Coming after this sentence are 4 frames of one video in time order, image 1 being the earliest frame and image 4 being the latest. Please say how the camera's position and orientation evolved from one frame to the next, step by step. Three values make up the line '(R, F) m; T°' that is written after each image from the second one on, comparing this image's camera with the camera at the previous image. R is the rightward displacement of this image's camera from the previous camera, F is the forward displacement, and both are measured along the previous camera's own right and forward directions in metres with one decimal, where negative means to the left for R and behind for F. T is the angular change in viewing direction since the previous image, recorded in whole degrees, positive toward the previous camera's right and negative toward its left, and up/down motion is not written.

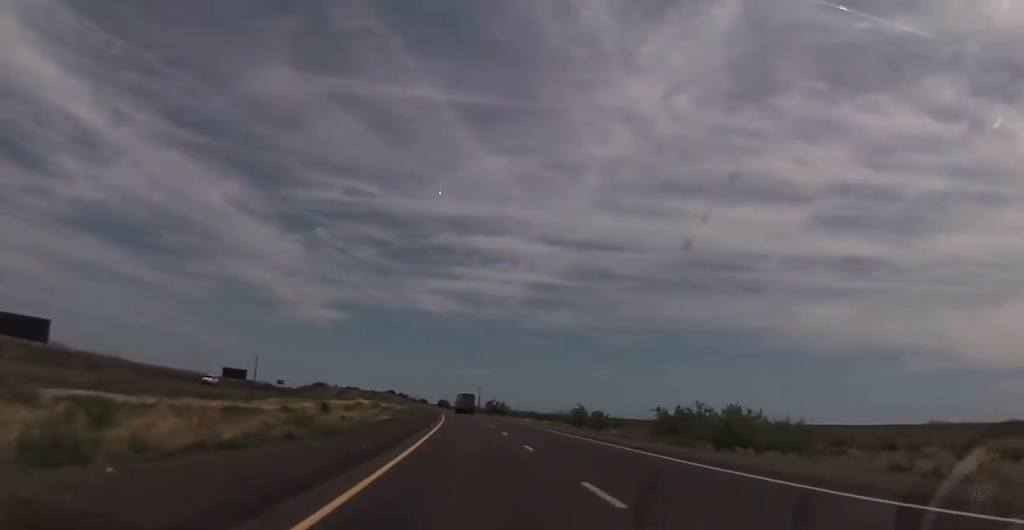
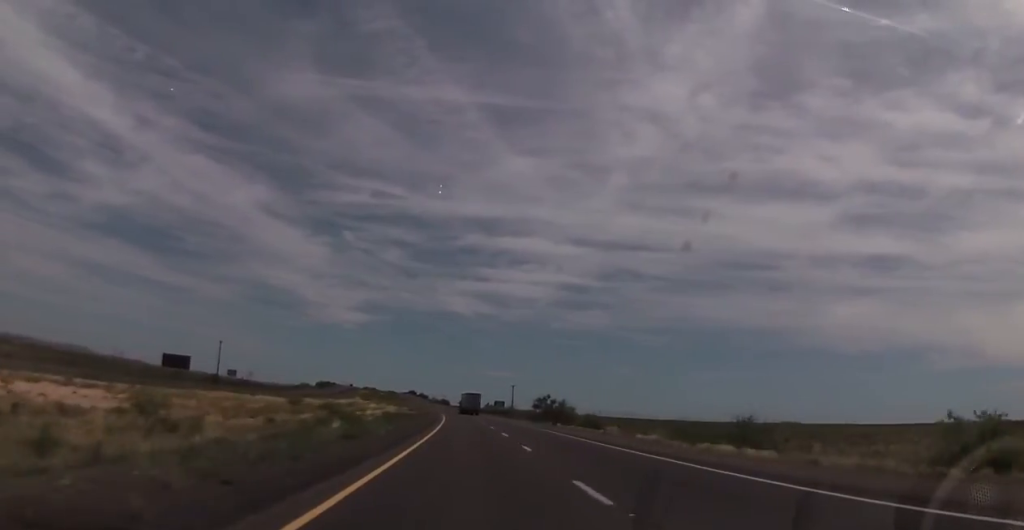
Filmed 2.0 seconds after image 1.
(-1.9, +72.1) m; -2°
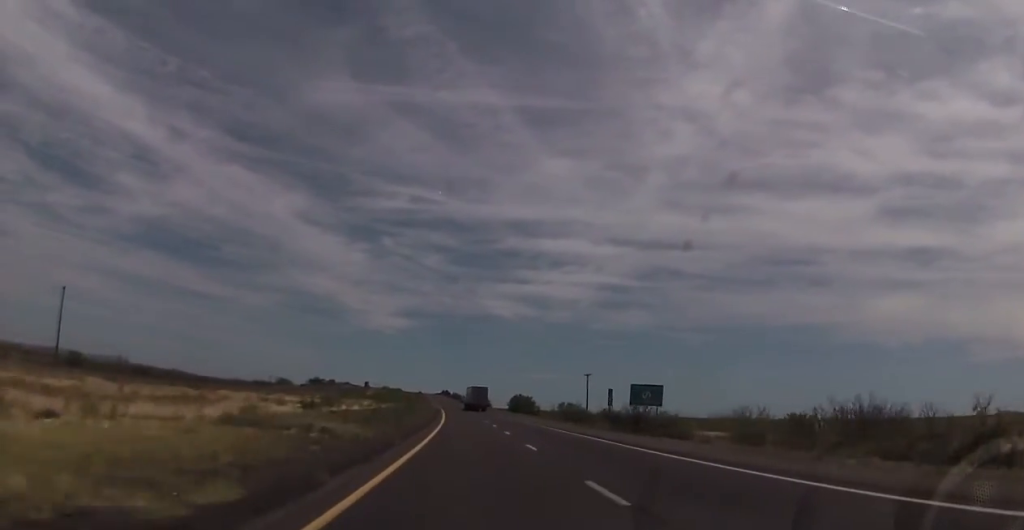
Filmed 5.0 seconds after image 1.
(-4.0, +108.8) m; -4°
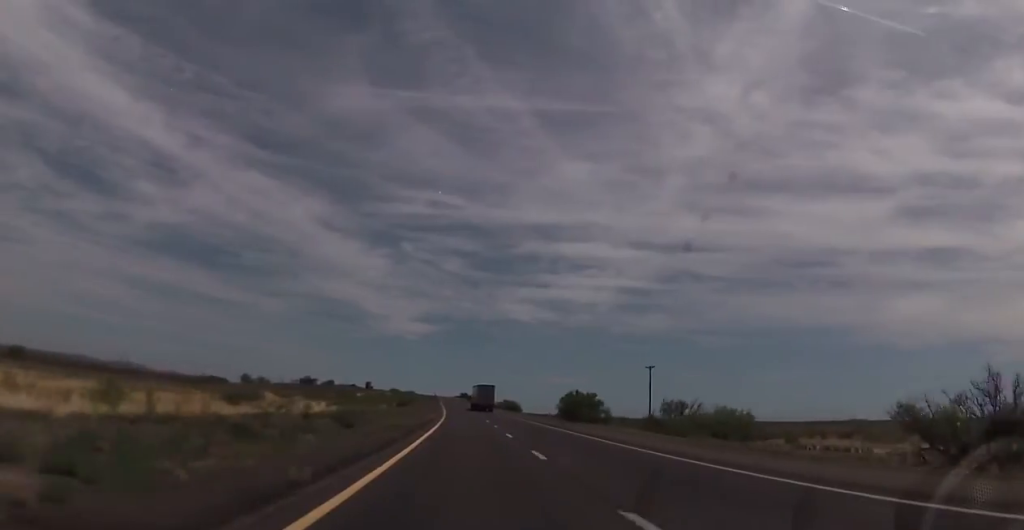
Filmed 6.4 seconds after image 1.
(-0.9, +52.6) m; -2°
